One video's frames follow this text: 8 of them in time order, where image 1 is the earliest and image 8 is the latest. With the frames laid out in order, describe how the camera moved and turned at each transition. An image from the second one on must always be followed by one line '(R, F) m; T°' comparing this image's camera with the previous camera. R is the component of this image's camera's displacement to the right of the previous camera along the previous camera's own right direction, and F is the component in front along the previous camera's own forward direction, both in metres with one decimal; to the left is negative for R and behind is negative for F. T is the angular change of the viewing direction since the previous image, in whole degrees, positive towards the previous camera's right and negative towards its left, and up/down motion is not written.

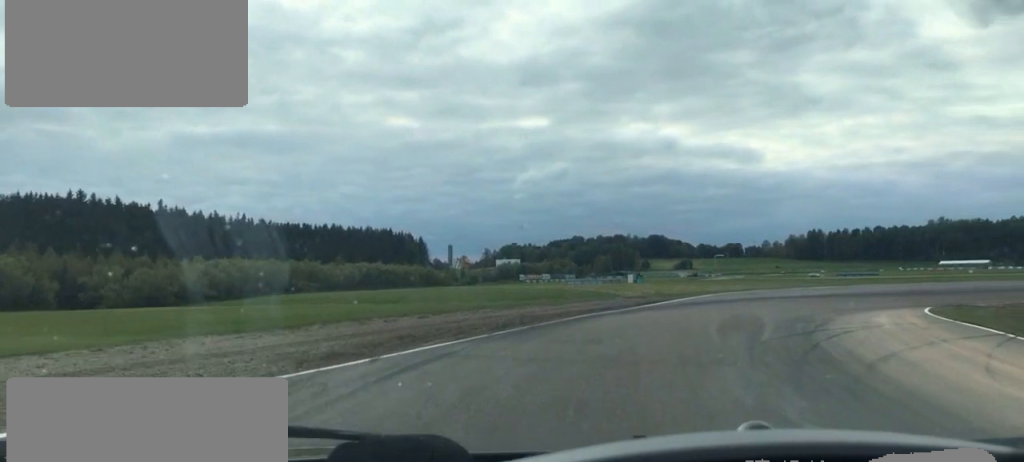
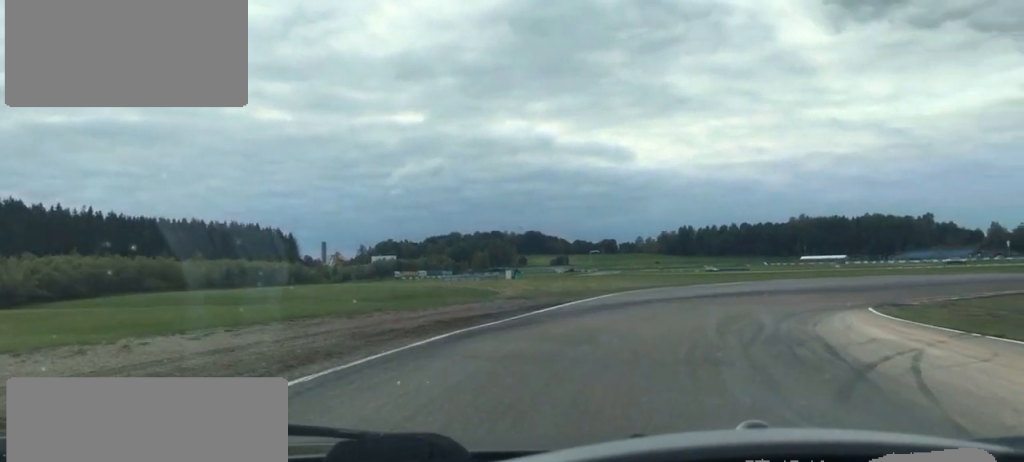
(+1.3, +8.7) m; +8°
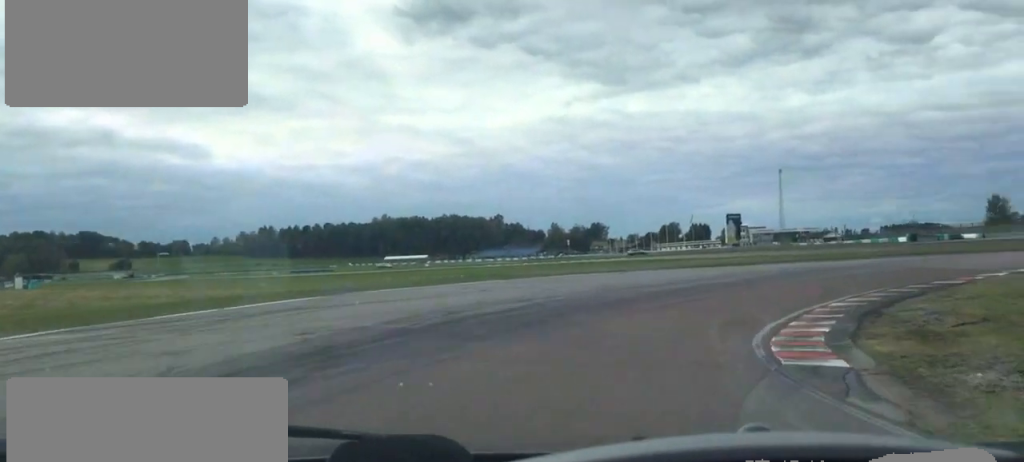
(+5.3, +28.6) m; +22°
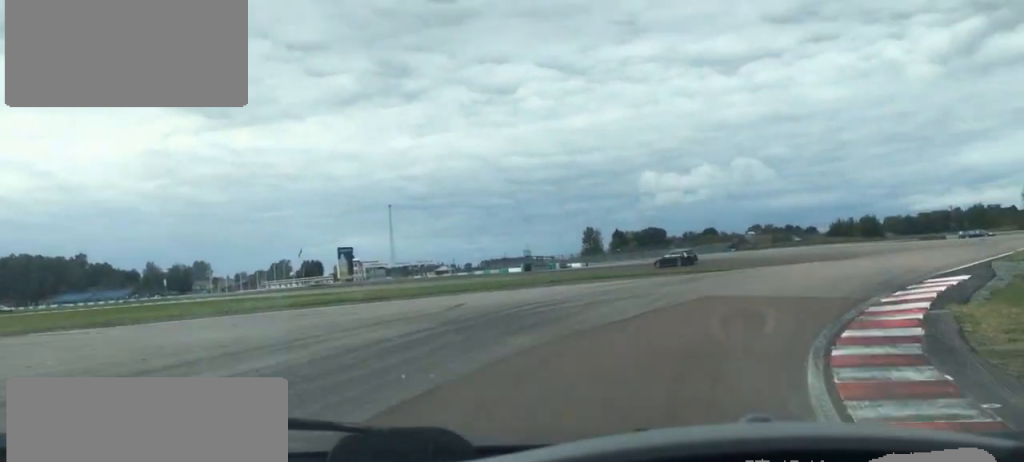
(+5.0, +20.1) m; +25°
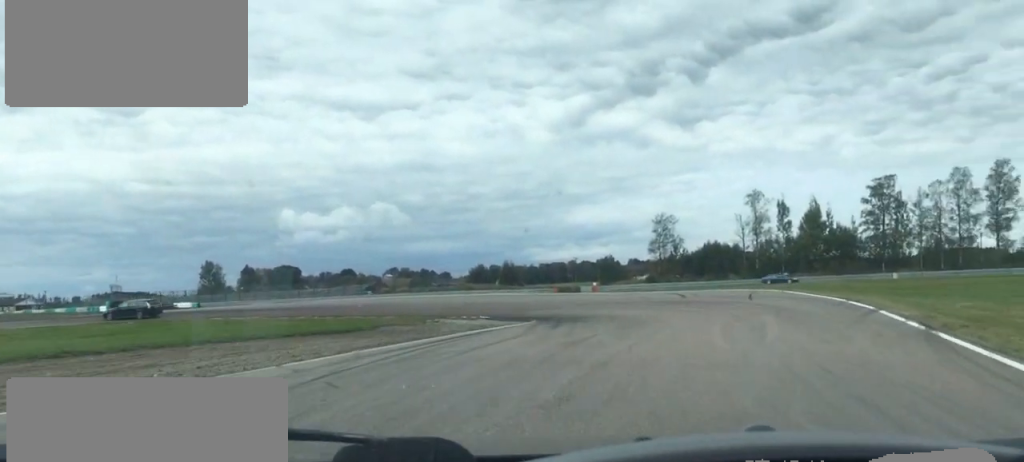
(+3.5, +19.2) m; +15°
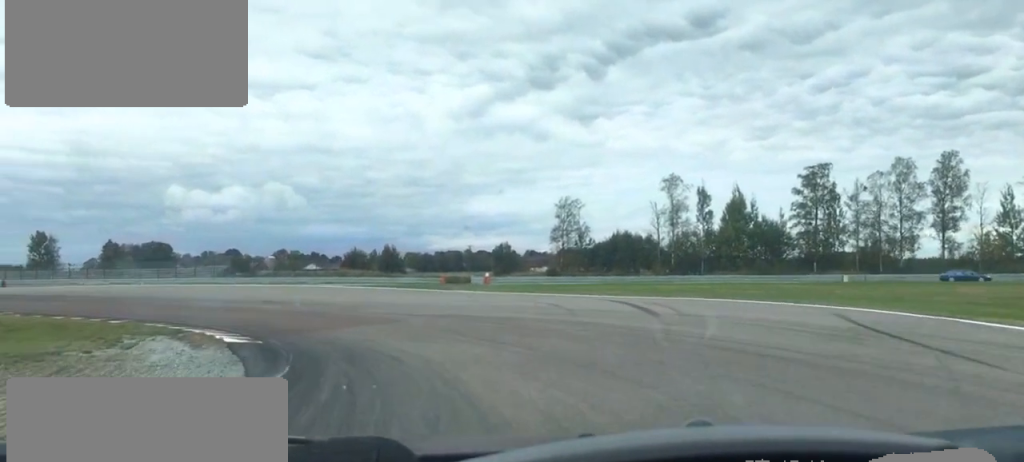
(+2.2, +22.8) m; +5°
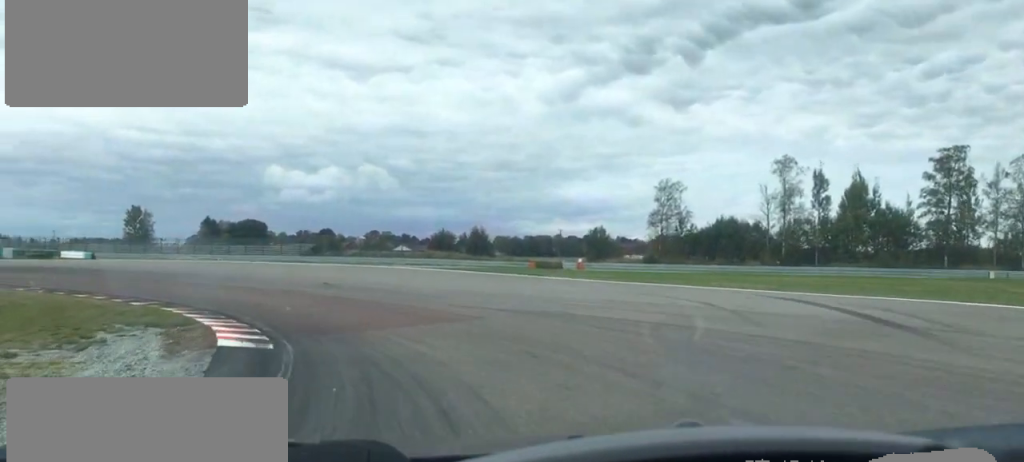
(+0.8, +7.4) m; -1°
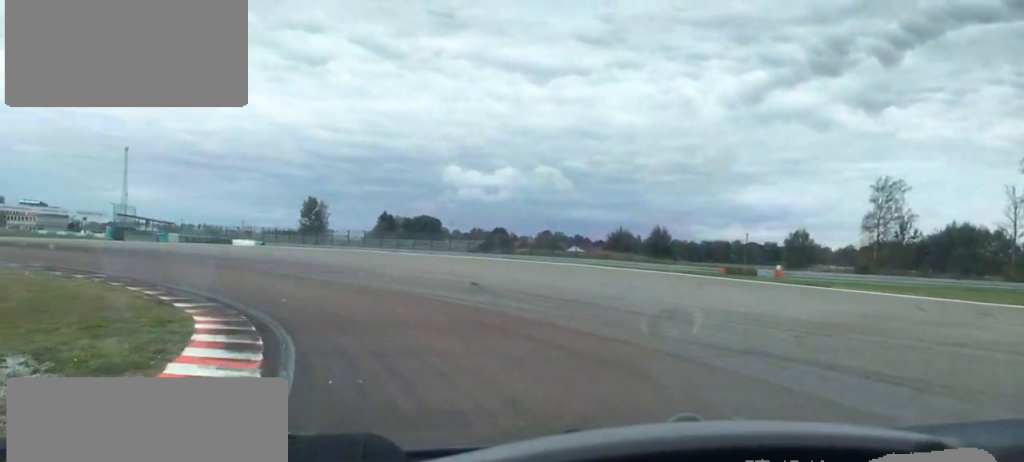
(-1.3, +11.1) m; -8°
